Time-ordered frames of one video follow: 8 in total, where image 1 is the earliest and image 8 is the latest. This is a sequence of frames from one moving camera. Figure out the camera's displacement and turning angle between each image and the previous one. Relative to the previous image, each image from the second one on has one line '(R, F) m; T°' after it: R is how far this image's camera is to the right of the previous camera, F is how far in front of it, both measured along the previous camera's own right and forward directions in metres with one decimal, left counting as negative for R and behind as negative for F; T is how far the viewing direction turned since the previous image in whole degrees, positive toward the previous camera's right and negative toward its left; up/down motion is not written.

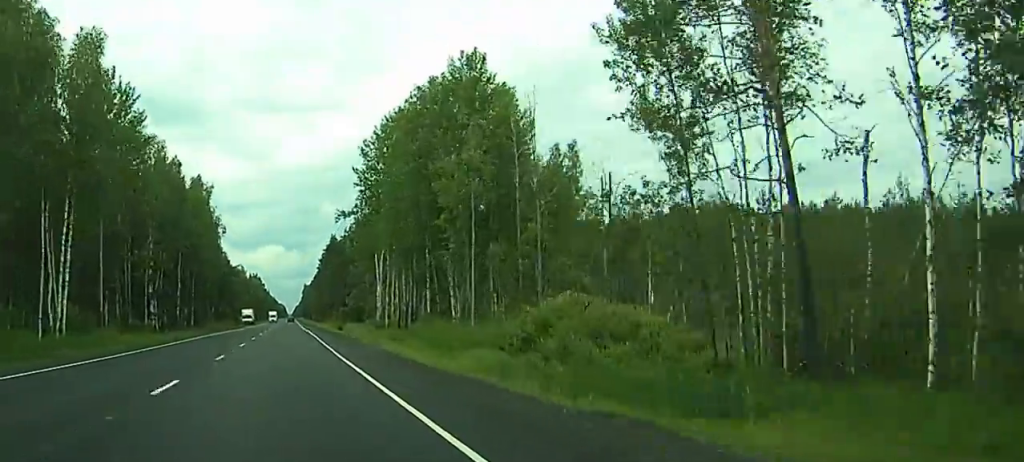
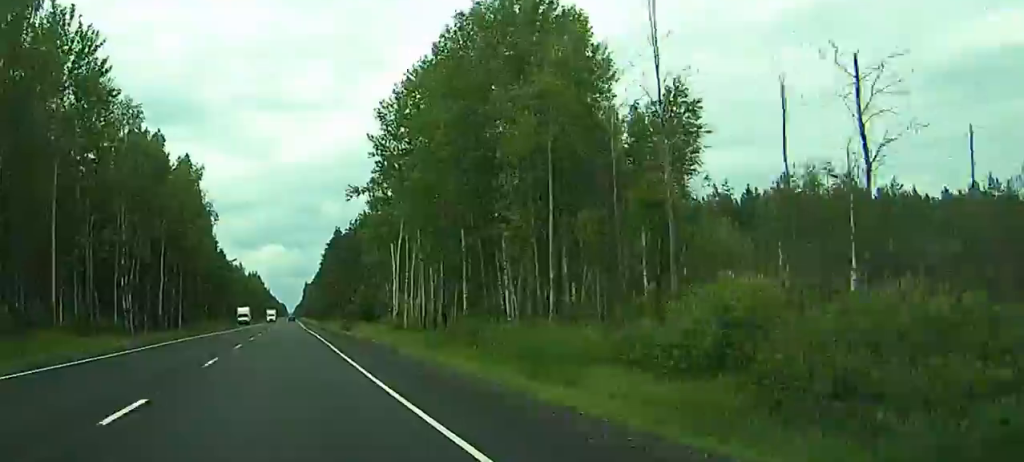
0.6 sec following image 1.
(0.0, +16.1) m; 0°
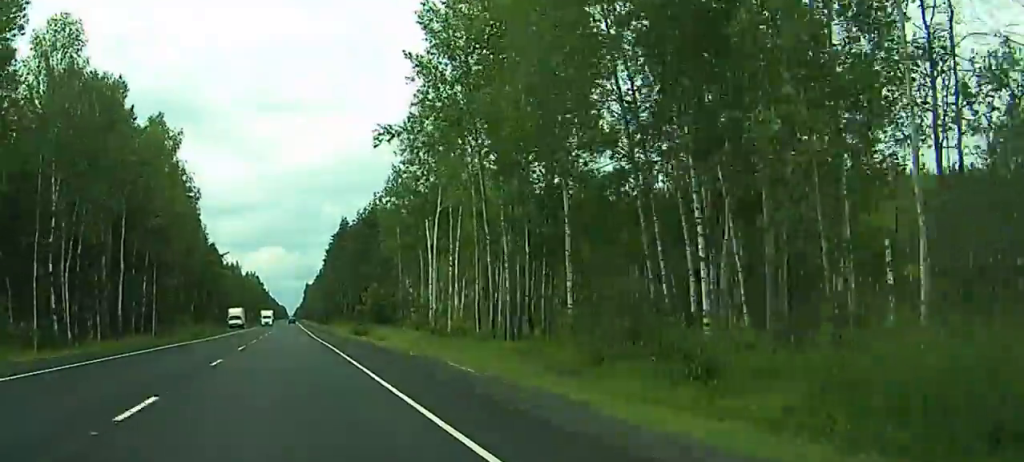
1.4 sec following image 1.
(-0.1, +23.7) m; 0°
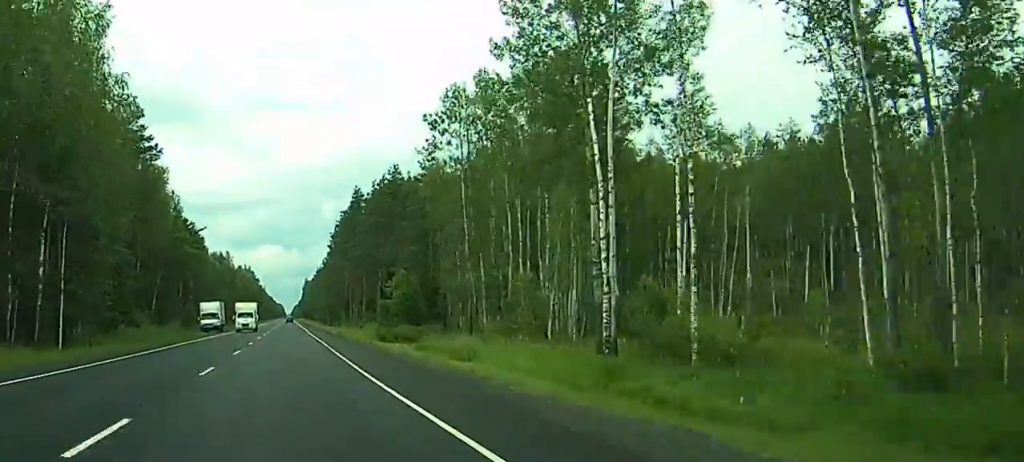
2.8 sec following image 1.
(0.0, +38.7) m; 0°
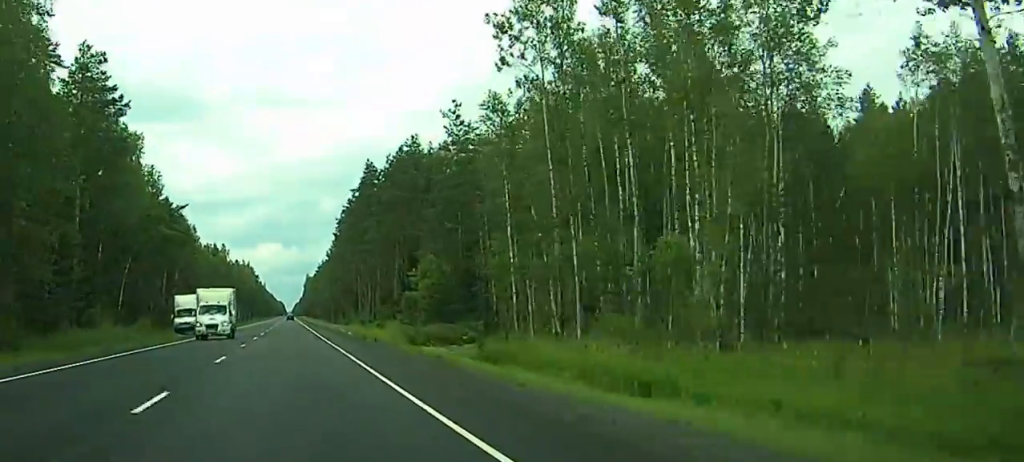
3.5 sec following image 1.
(0.0, +20.7) m; 0°
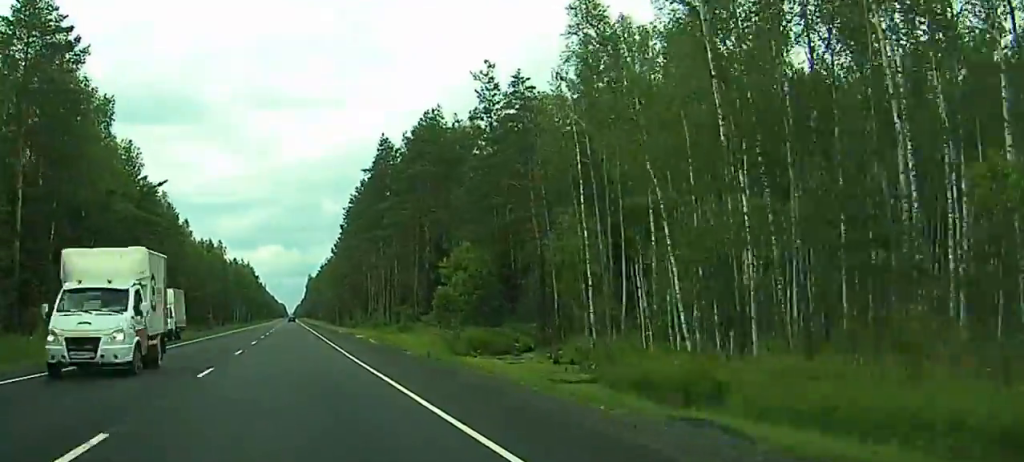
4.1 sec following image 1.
(0.0, +16.9) m; 0°
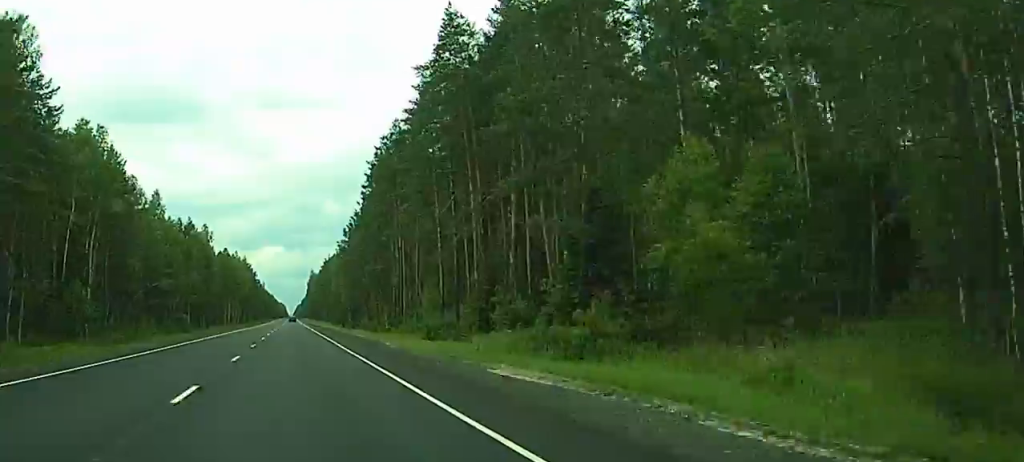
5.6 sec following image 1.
(0.0, +41.4) m; 0°
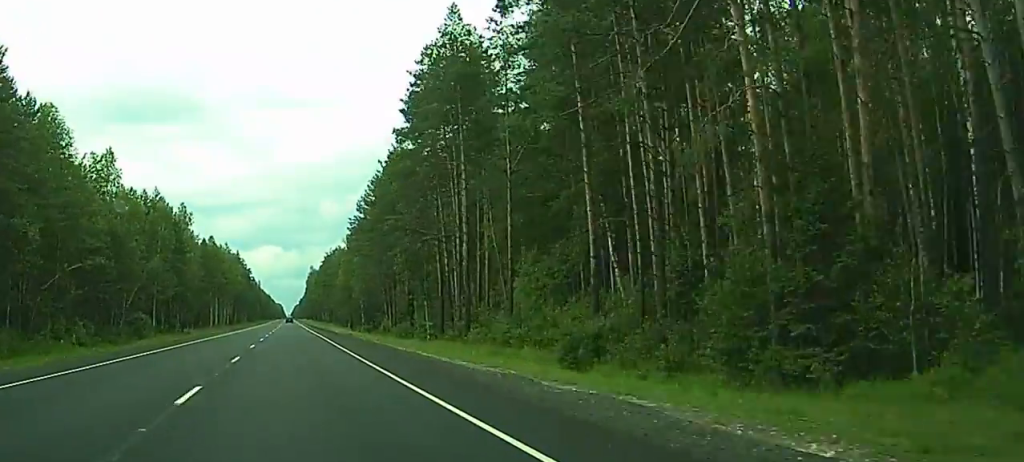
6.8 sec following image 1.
(0.0, +35.8) m; 0°
